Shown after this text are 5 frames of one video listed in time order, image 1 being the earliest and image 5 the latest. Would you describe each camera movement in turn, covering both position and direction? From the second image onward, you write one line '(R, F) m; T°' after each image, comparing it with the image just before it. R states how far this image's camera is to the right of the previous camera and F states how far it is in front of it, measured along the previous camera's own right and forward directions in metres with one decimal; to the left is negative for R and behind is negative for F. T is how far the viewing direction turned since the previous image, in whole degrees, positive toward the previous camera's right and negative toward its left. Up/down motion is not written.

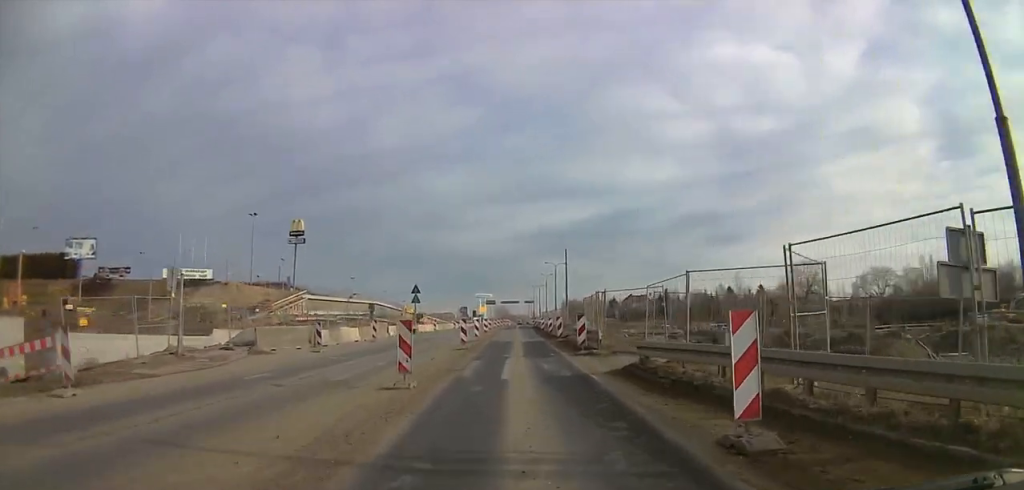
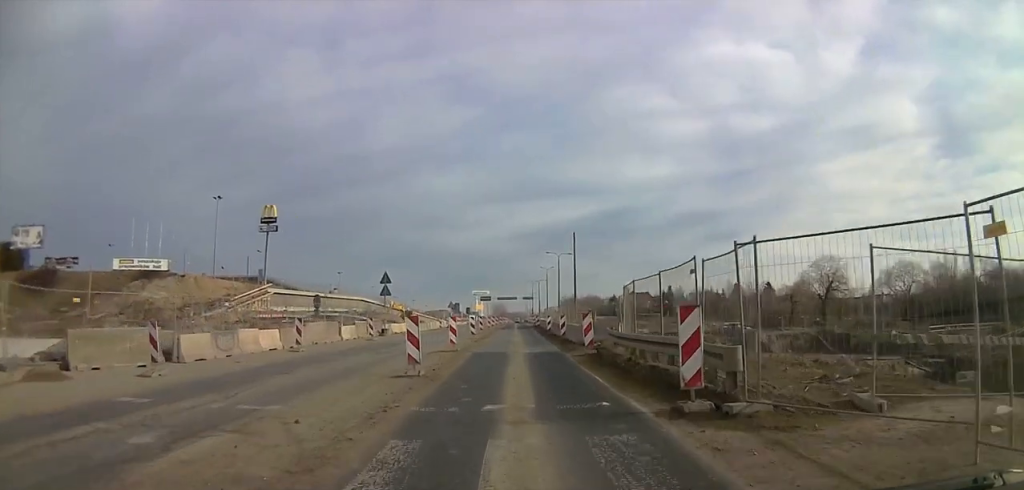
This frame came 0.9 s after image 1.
(-0.2, +13.3) m; -1°
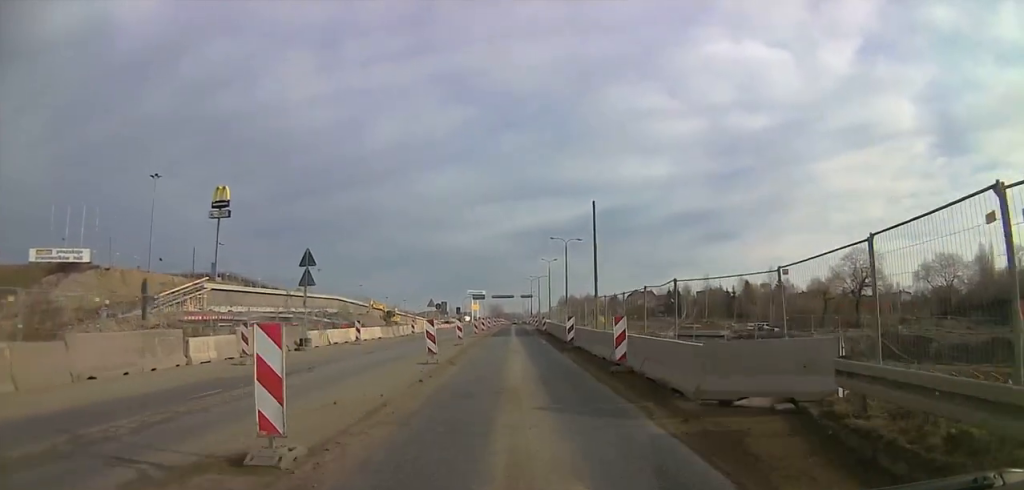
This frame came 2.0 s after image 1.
(0.0, +17.8) m; +3°
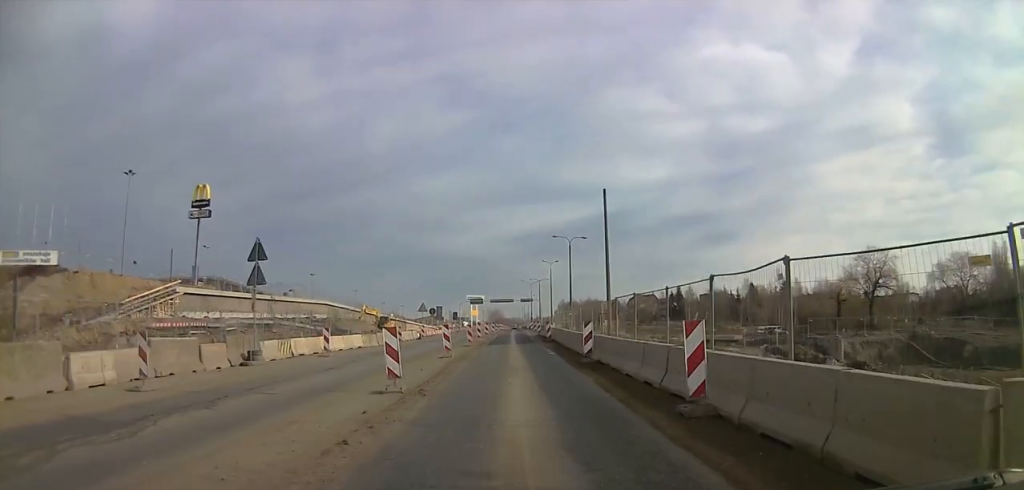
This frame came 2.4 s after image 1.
(+0.1, +6.0) m; +1°
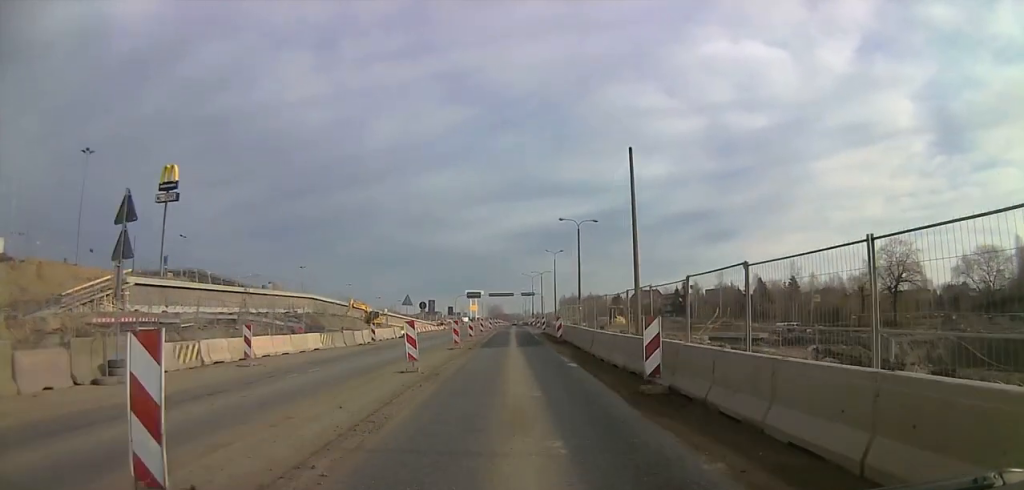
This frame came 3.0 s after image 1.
(+0.6, +8.9) m; 0°
